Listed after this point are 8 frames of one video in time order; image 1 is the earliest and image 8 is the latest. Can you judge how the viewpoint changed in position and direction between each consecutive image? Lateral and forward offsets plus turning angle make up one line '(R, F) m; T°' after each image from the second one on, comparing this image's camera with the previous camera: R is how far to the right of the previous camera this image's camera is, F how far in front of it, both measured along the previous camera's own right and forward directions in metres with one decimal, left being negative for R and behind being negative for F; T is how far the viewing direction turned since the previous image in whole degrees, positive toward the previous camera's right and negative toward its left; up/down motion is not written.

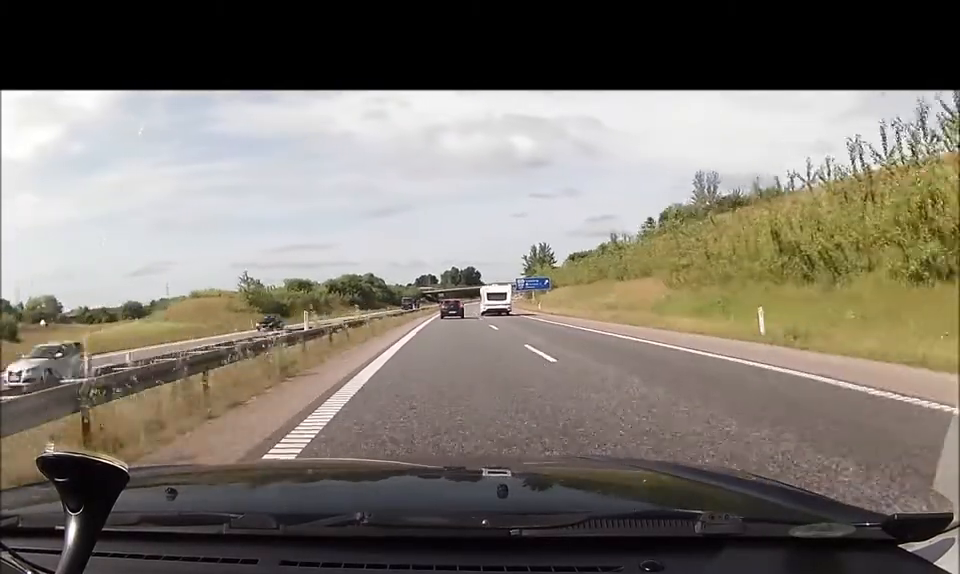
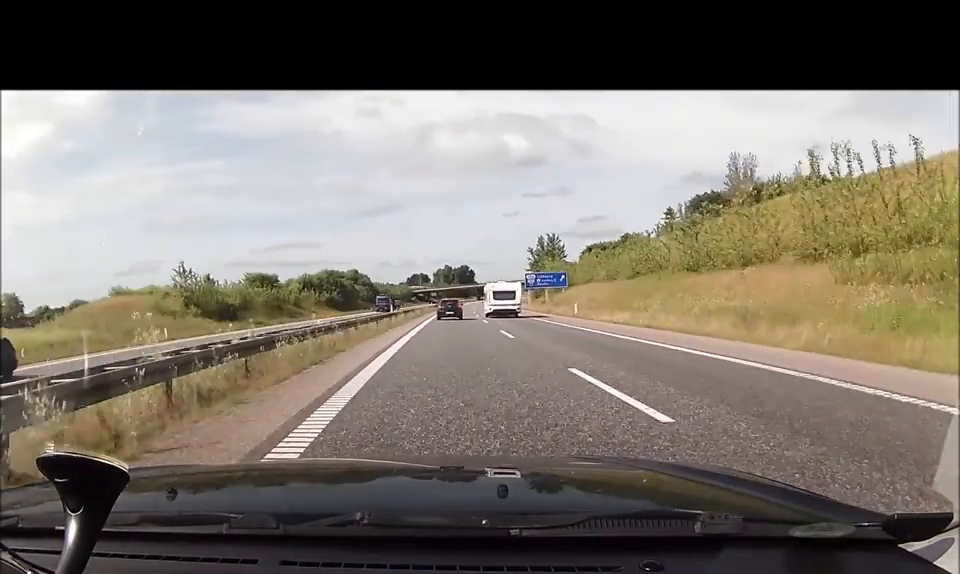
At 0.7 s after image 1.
(+0.1, +22.4) m; +1°
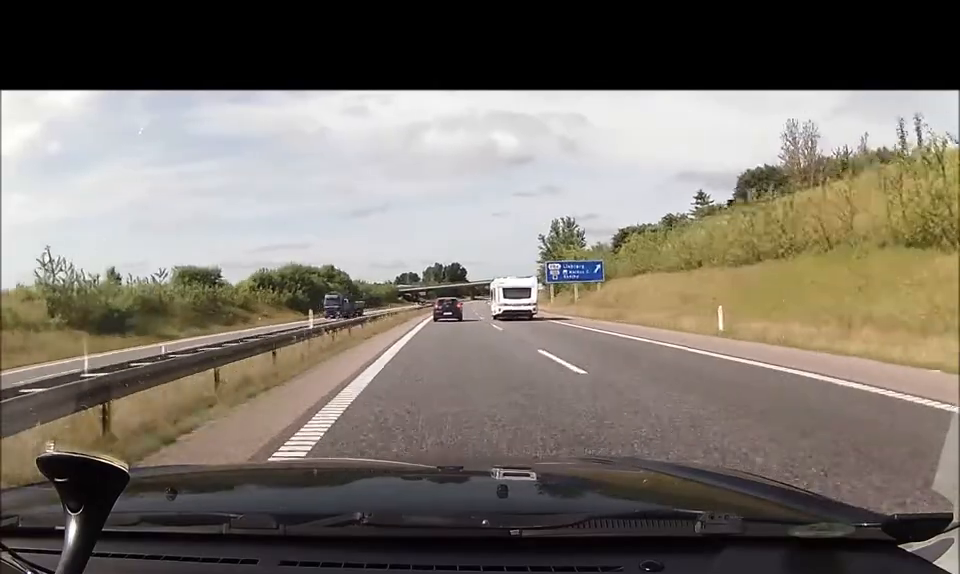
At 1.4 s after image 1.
(+0.3, +23.9) m; +1°
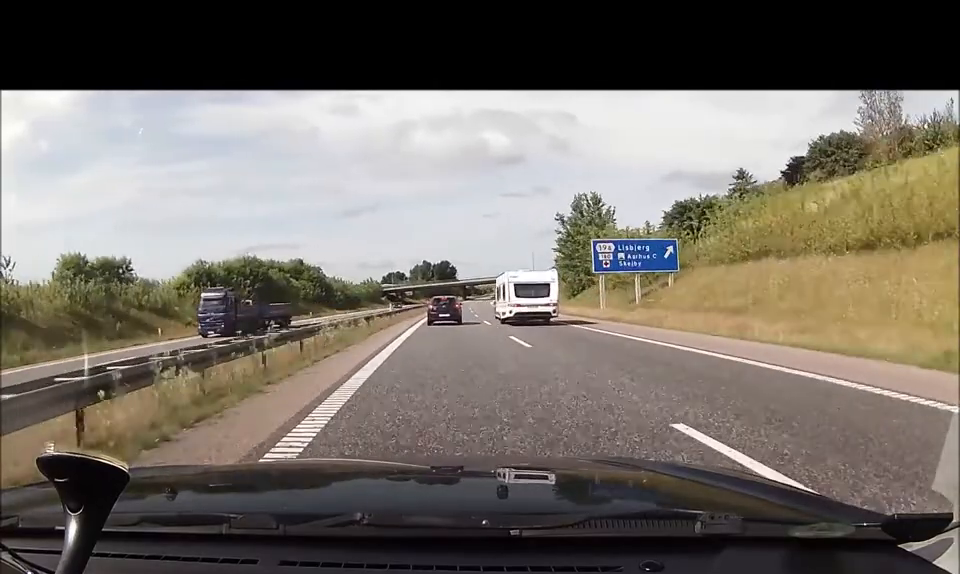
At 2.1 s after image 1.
(+0.3, +22.6) m; +1°
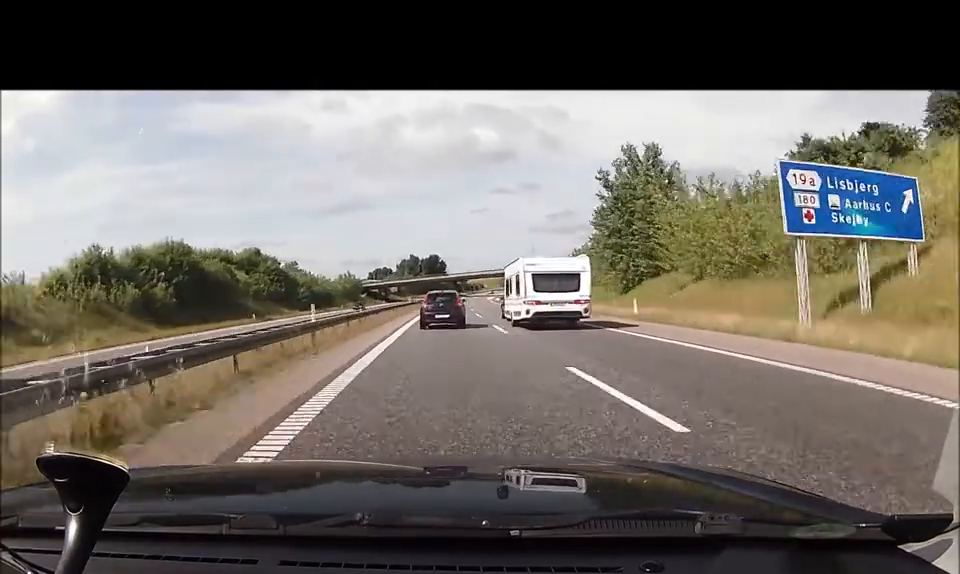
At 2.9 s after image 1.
(+0.5, +22.1) m; 0°
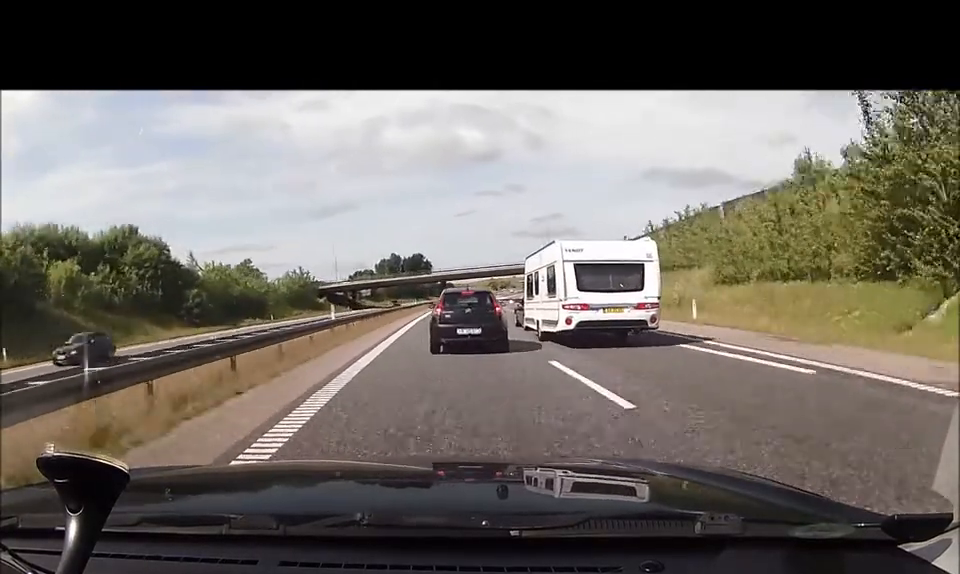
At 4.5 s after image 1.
(-0.2, +34.7) m; +1°
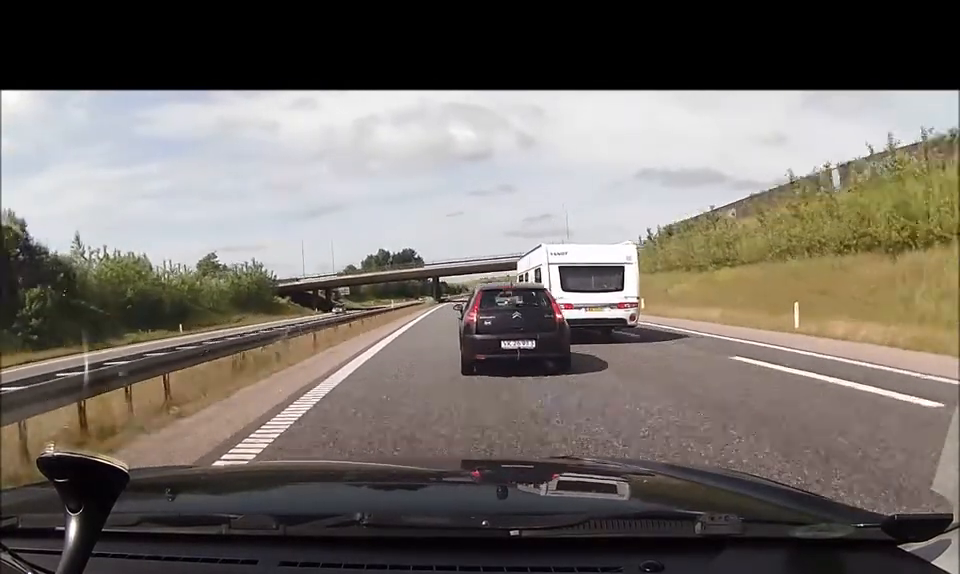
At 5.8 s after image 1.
(+0.4, +23.5) m; +2°
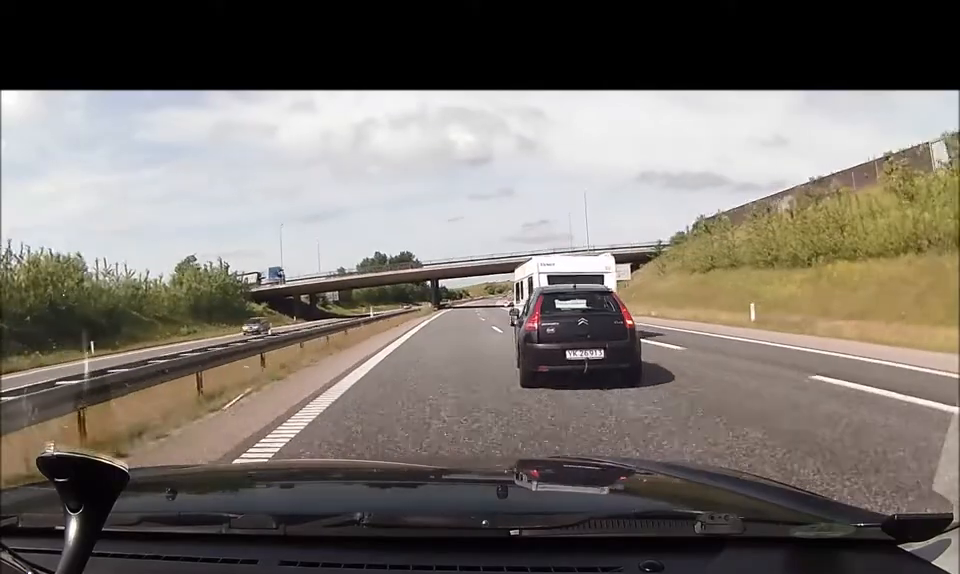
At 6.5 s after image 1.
(0.0, +14.2) m; 0°
